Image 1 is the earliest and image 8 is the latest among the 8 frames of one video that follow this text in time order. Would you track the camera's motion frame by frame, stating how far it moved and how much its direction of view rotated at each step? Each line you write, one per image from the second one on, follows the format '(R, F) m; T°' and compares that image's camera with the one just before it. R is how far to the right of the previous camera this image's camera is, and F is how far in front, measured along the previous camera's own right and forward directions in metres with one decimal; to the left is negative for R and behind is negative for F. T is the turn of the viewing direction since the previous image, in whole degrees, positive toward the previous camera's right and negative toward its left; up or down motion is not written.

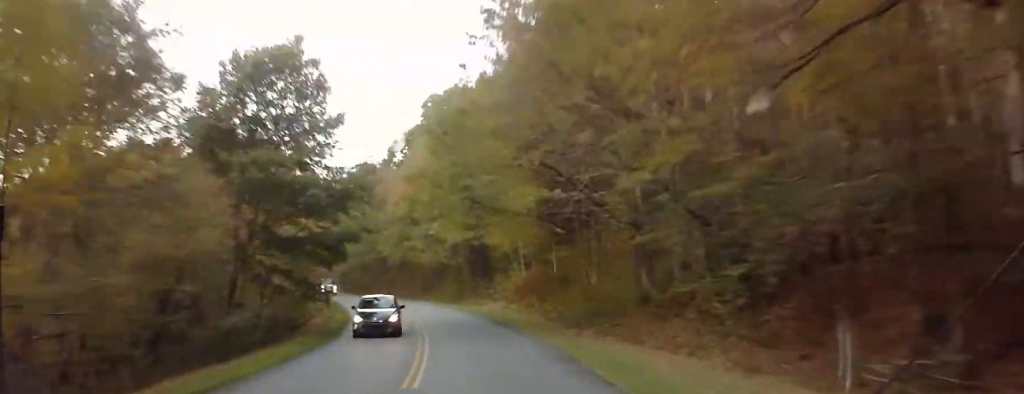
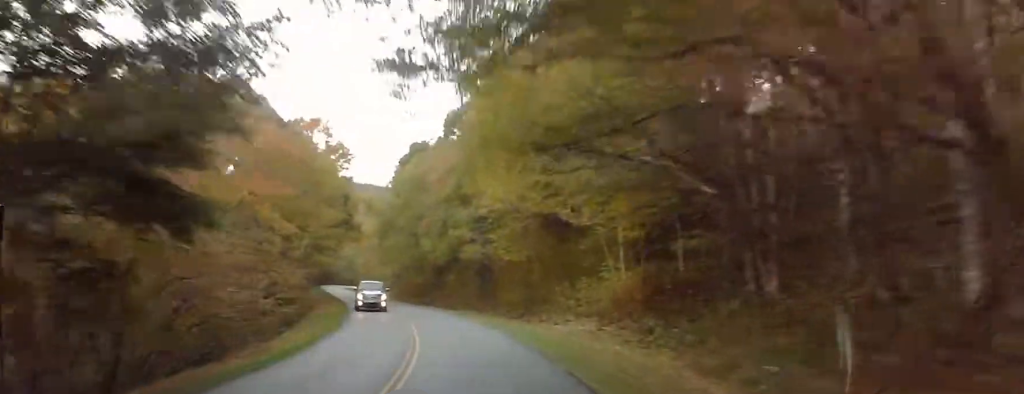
(-0.1, +20.5) m; -4°
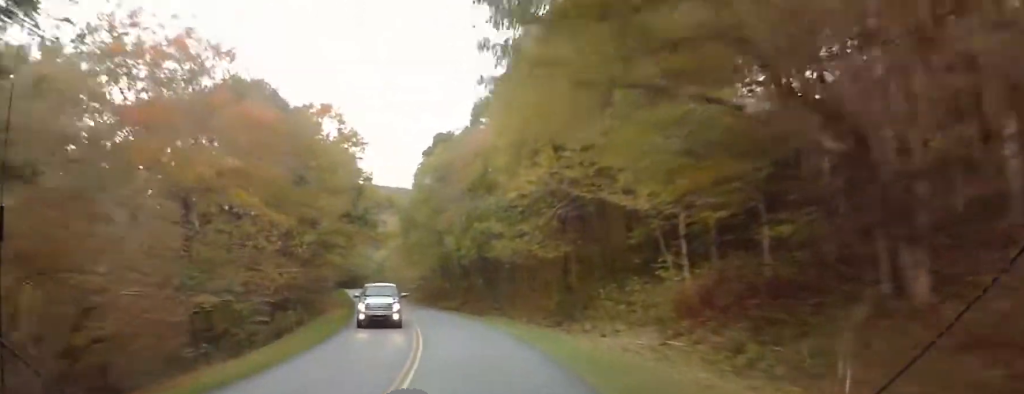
(+0.4, +7.0) m; -3°
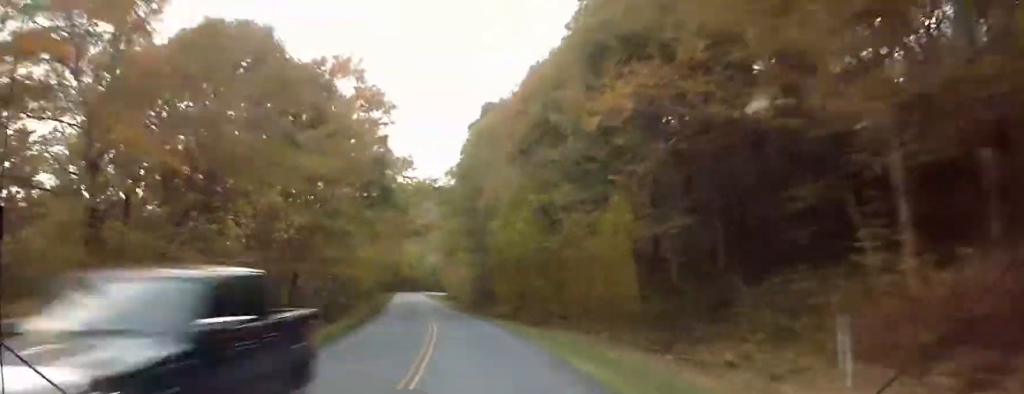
(-1.3, +13.4) m; -6°
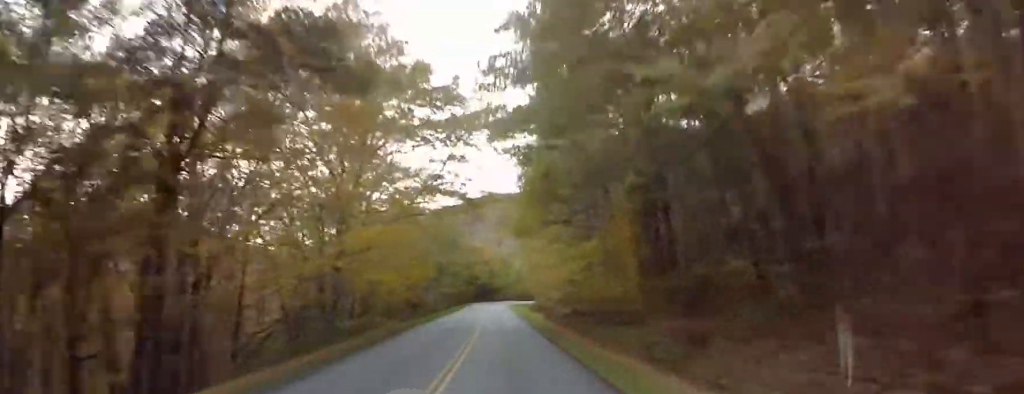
(-1.8, +30.9) m; -3°
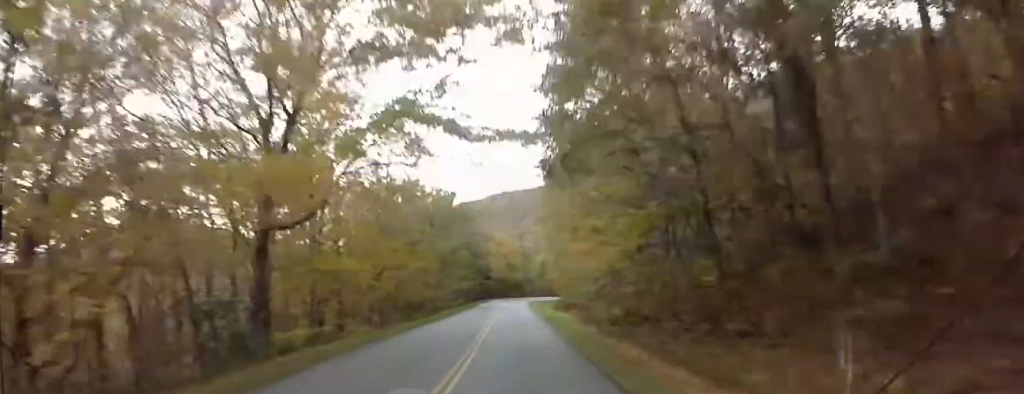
(0.0, +16.8) m; -1°
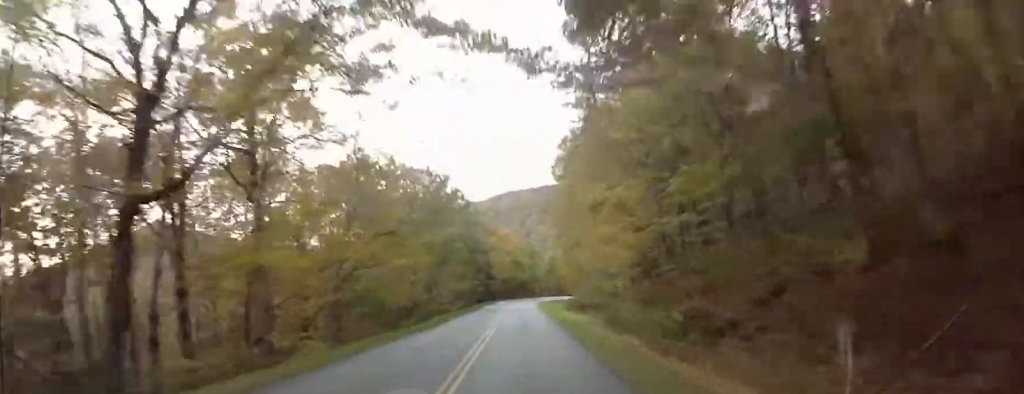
(+0.1, +11.4) m; -2°
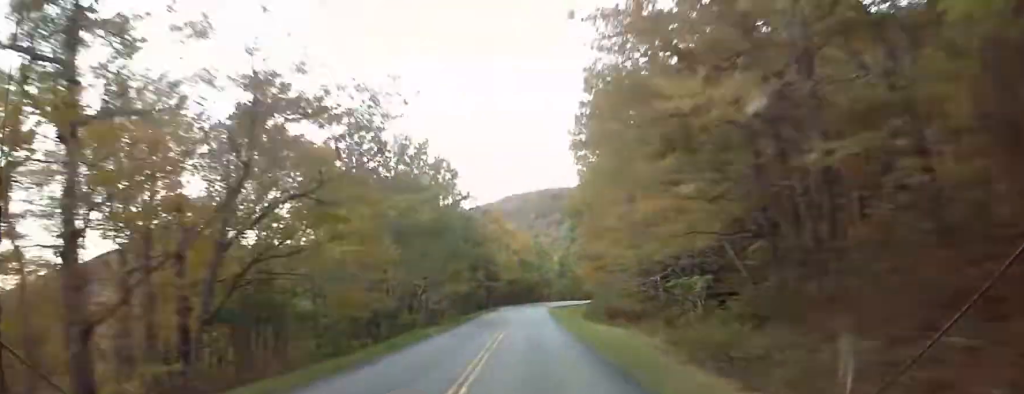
(-0.8, +17.3) m; -3°
